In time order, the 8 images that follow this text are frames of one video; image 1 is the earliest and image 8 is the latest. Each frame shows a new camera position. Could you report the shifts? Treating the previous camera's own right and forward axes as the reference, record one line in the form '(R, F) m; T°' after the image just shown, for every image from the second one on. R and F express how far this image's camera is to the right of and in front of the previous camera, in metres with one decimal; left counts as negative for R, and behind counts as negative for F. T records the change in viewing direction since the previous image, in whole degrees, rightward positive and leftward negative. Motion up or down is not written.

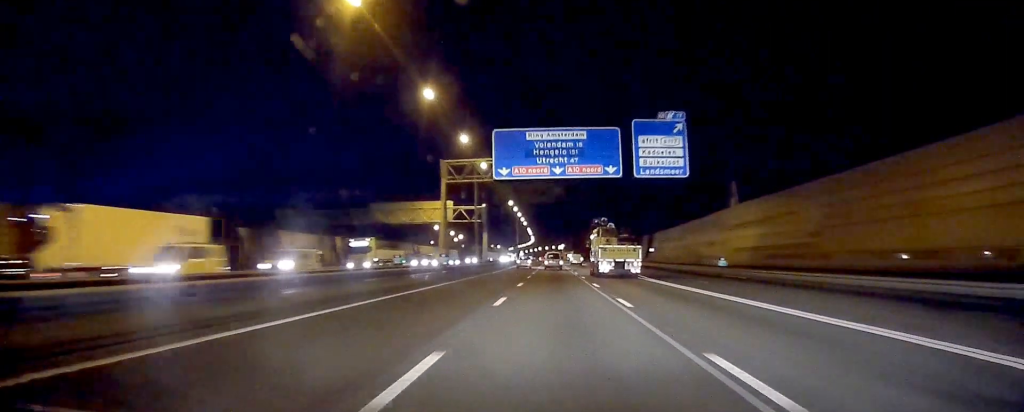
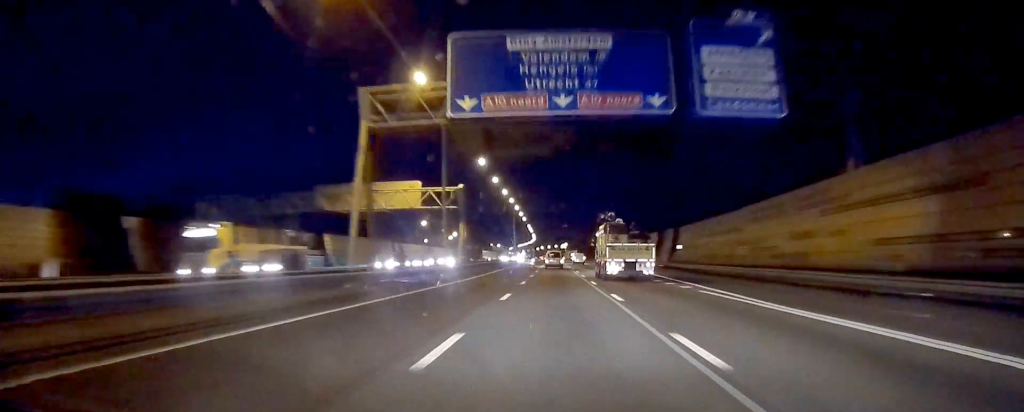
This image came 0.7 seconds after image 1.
(0.0, +21.7) m; 0°
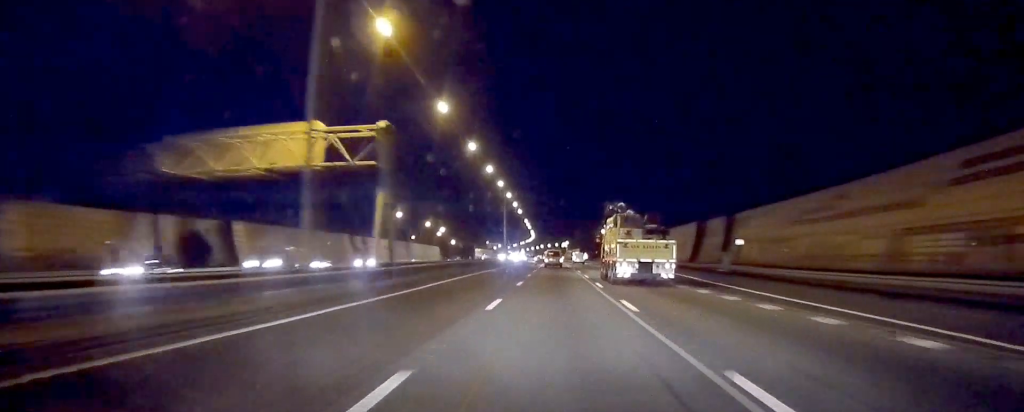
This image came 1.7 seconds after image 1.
(-0.1, +27.6) m; 0°
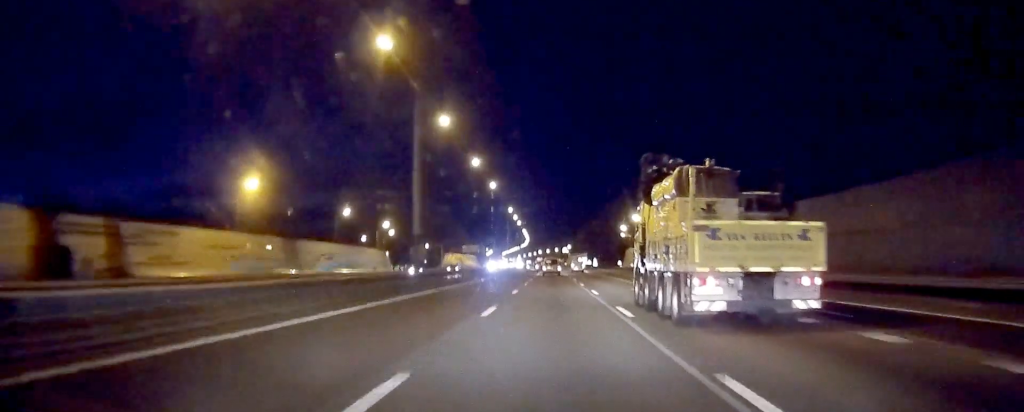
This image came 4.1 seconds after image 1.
(0.0, +71.0) m; 0°
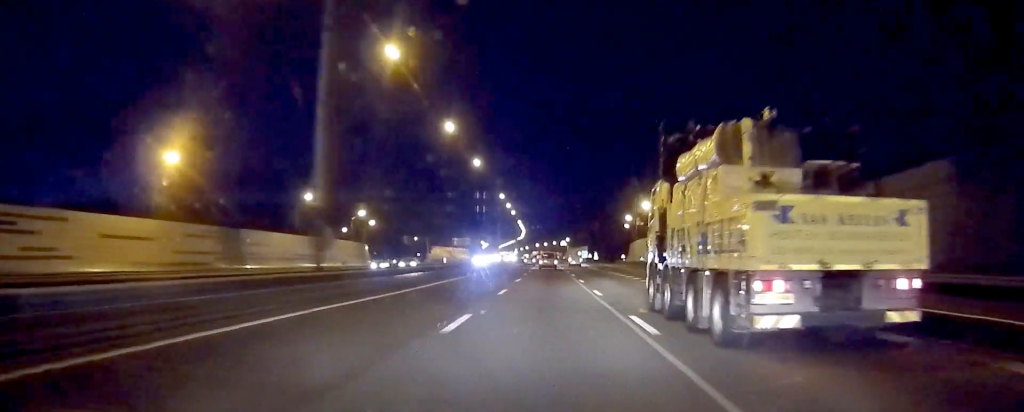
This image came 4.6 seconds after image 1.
(0.0, +16.7) m; 0°
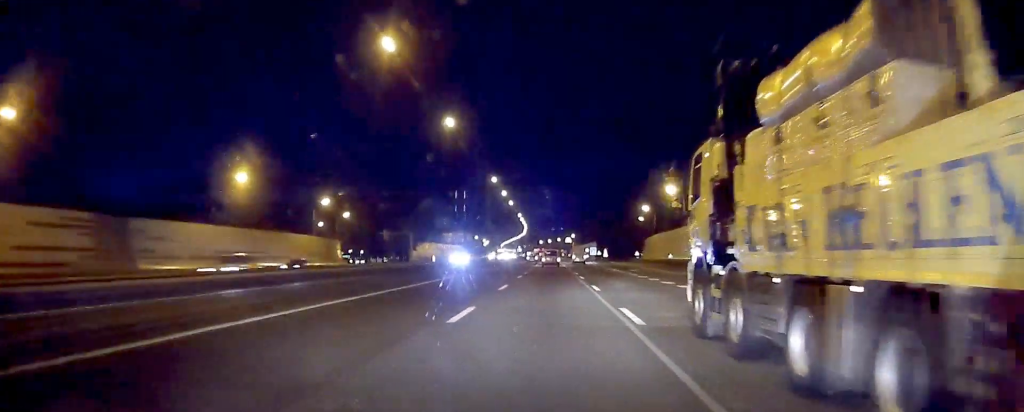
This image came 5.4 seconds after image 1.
(0.0, +22.6) m; 0°
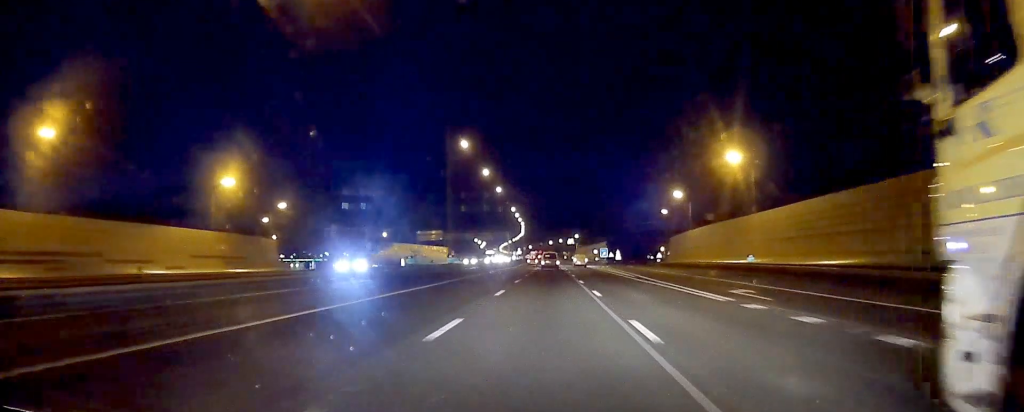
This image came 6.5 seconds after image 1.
(0.0, +33.5) m; 0°
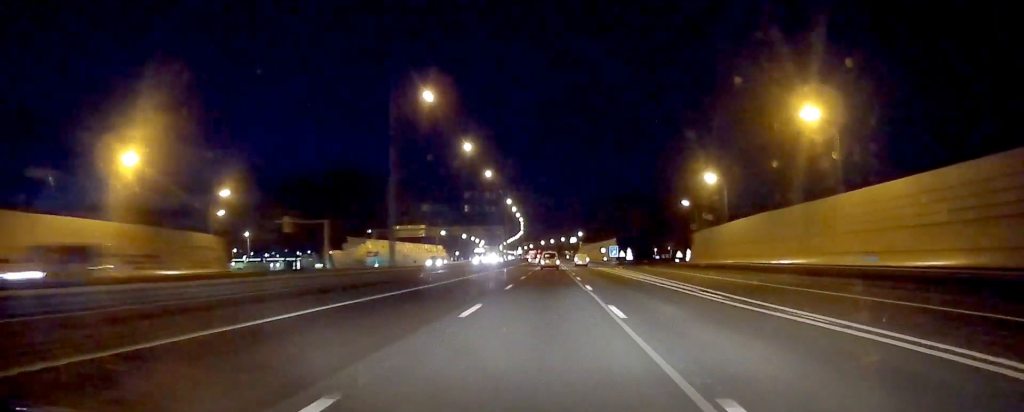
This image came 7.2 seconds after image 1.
(0.0, +19.7) m; 0°
